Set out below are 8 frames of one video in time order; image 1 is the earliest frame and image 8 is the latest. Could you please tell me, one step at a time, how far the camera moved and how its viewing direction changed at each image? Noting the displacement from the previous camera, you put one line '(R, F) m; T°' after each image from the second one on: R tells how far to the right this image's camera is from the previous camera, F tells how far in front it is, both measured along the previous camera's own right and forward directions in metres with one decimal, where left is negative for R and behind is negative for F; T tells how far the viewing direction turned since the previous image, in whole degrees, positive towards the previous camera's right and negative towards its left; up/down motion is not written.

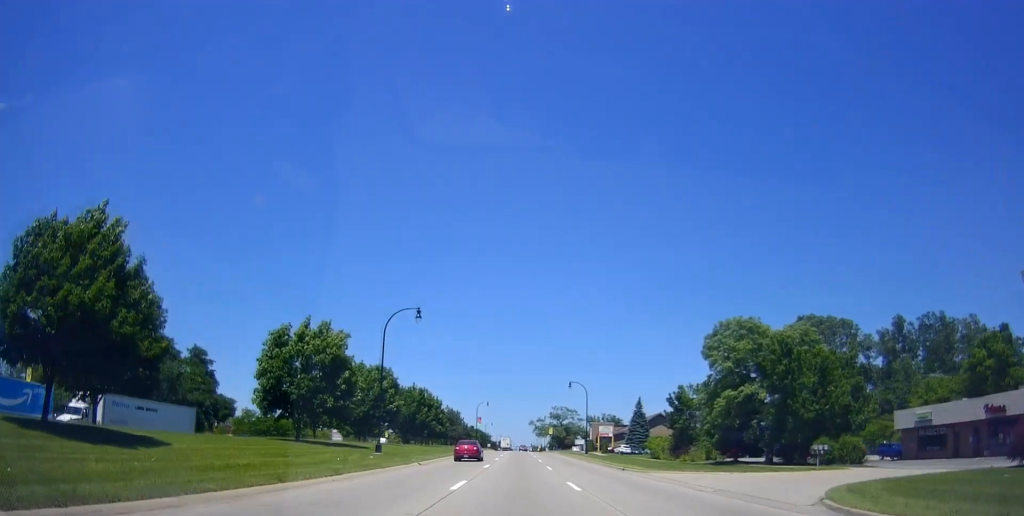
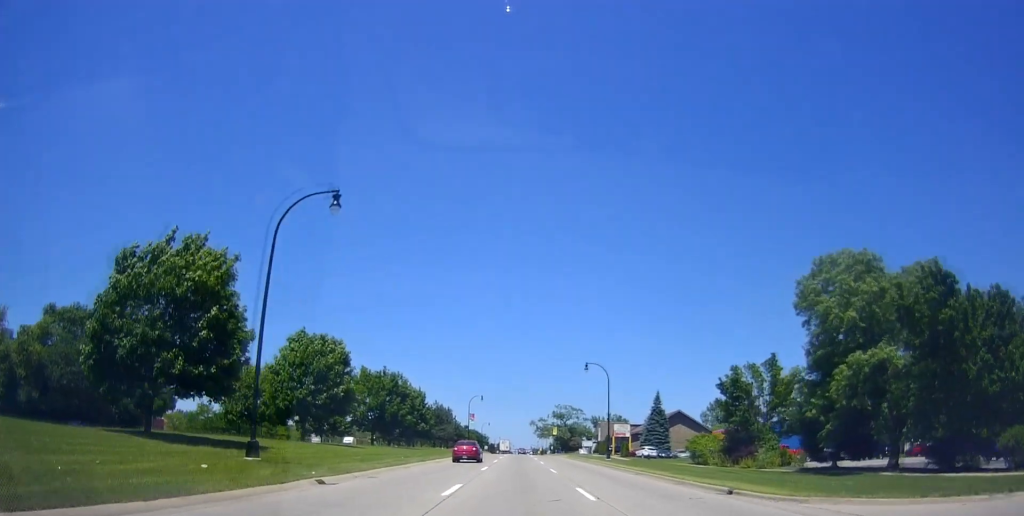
(+0.3, +17.7) m; -1°
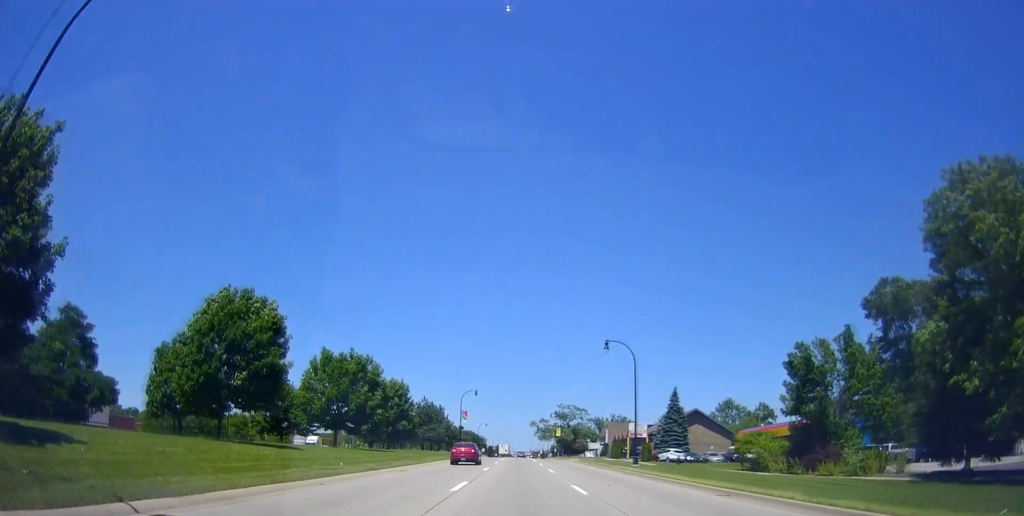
(-0.5, +12.7) m; 0°
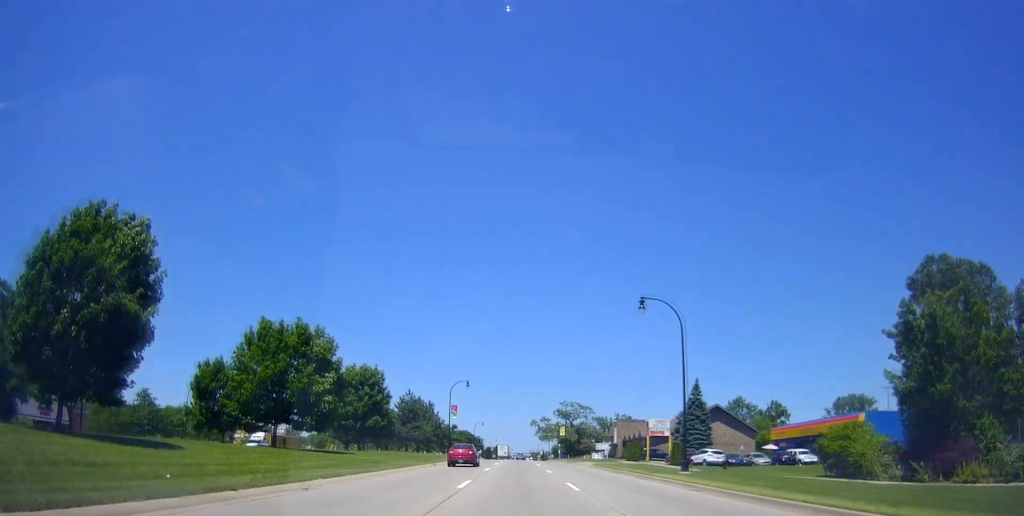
(-0.1, +12.7) m; 0°
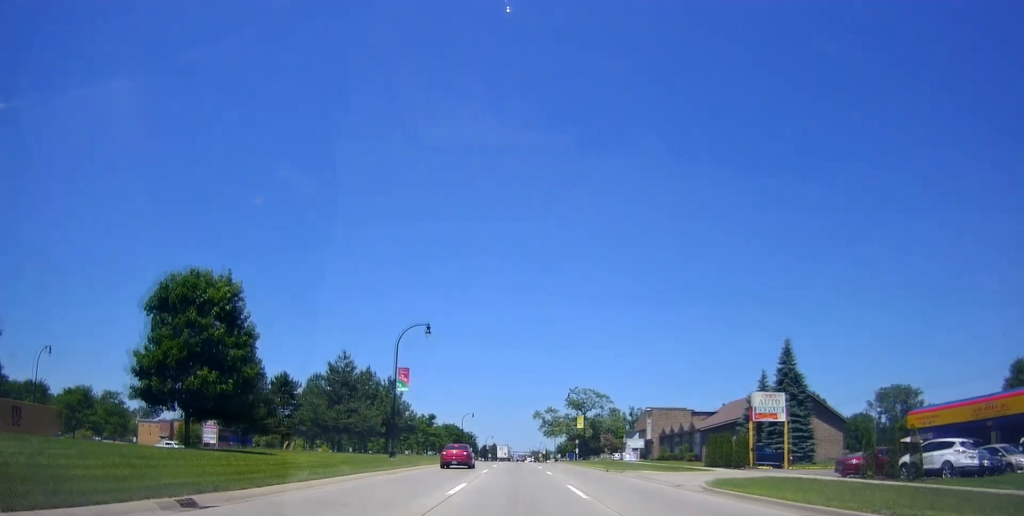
(+0.6, +32.8) m; +1°
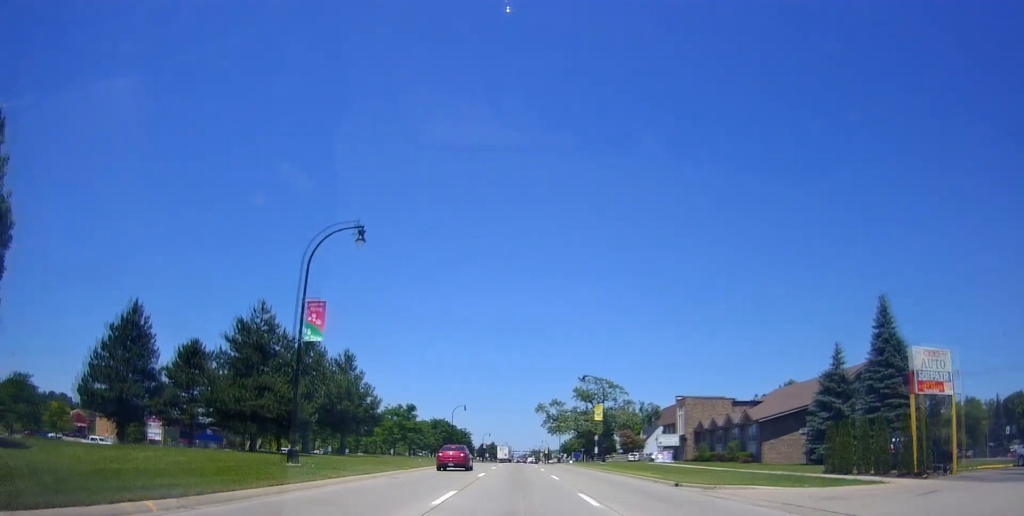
(+0.2, +19.1) m; 0°
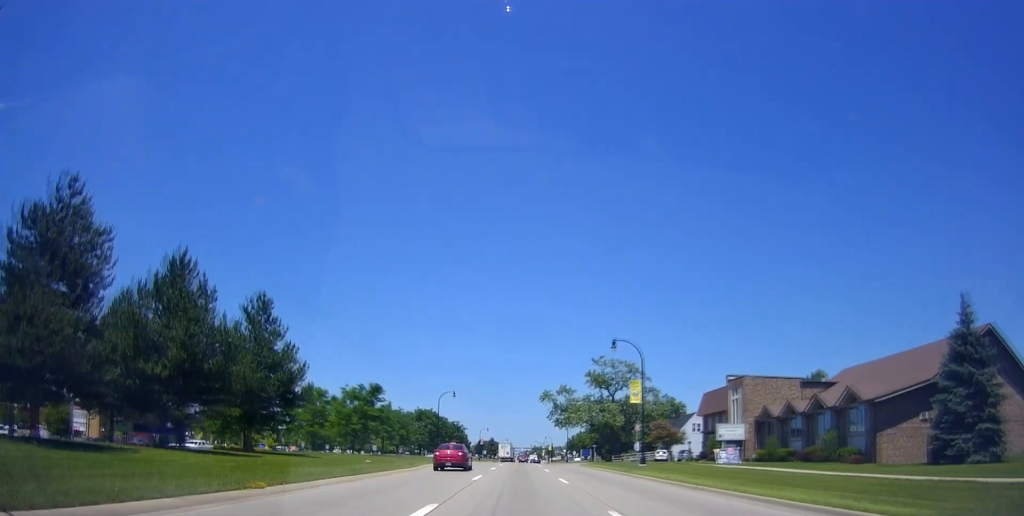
(-0.2, +19.7) m; -1°
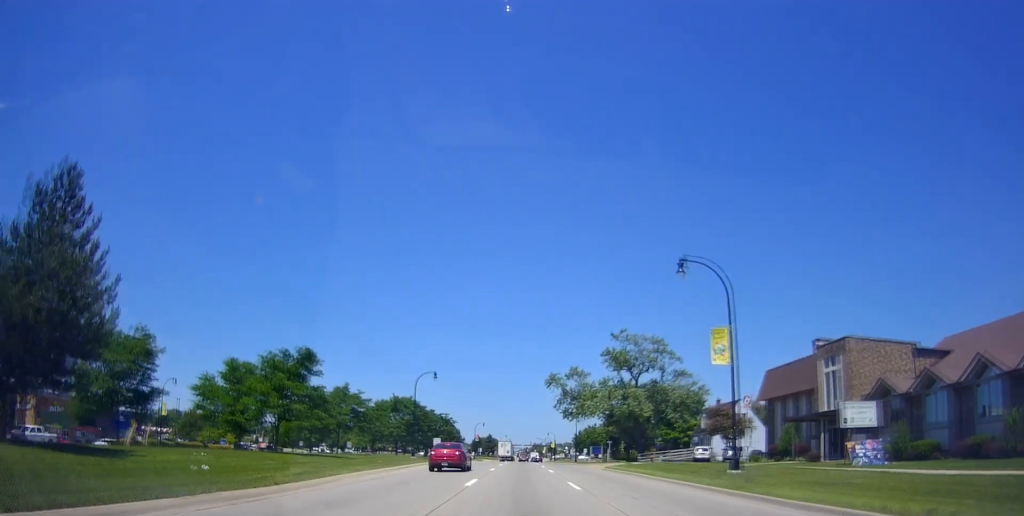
(-0.1, +19.3) m; 0°
